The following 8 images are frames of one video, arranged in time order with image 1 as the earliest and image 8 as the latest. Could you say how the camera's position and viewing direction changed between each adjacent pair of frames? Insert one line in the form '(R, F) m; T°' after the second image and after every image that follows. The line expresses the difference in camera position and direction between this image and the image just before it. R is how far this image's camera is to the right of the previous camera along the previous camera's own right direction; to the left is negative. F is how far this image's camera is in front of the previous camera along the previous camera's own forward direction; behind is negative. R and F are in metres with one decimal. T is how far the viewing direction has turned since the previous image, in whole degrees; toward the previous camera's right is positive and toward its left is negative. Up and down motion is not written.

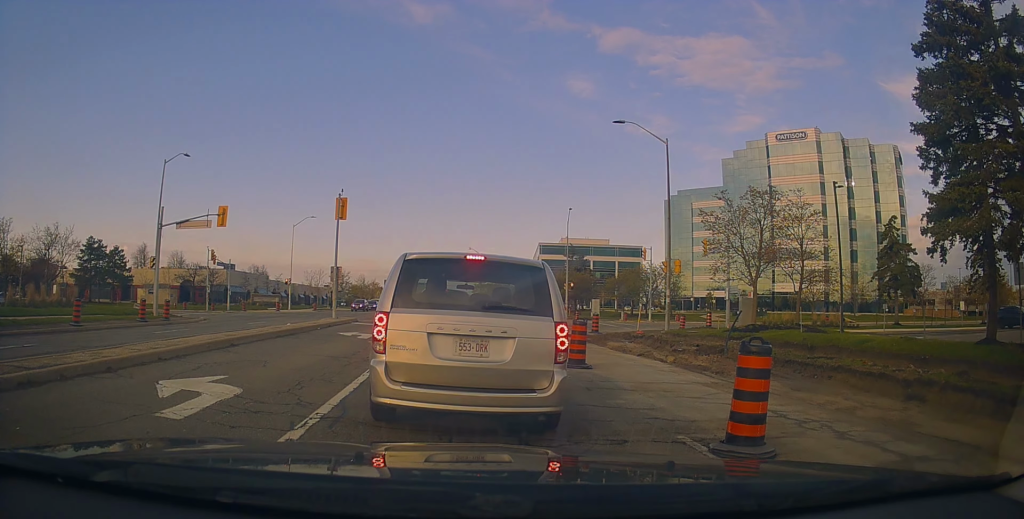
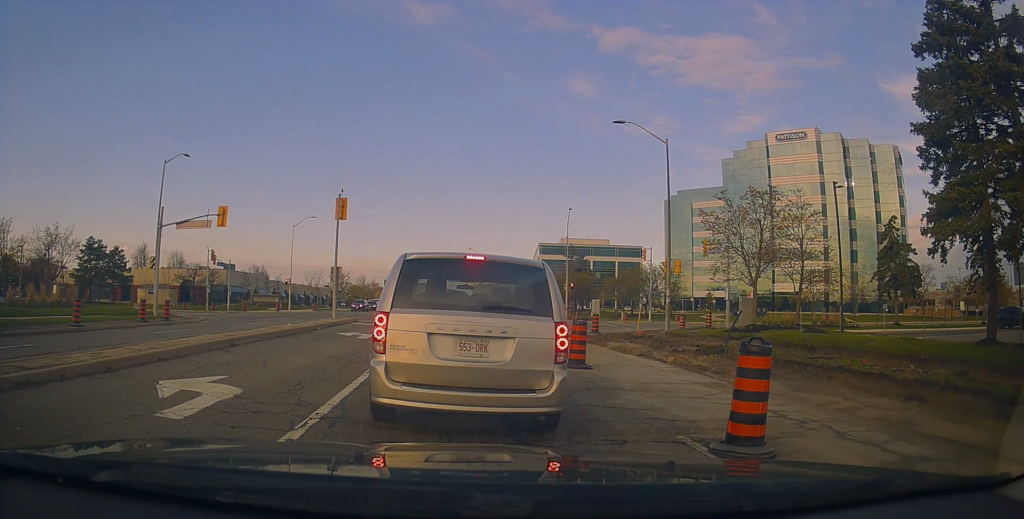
(0.0, 0.0) m; 0°
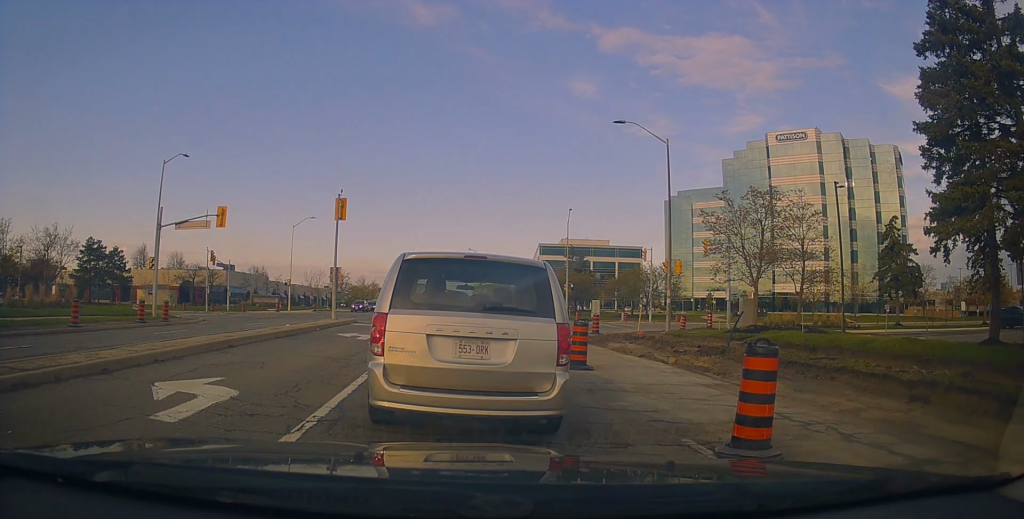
(0.0, 0.0) m; 0°
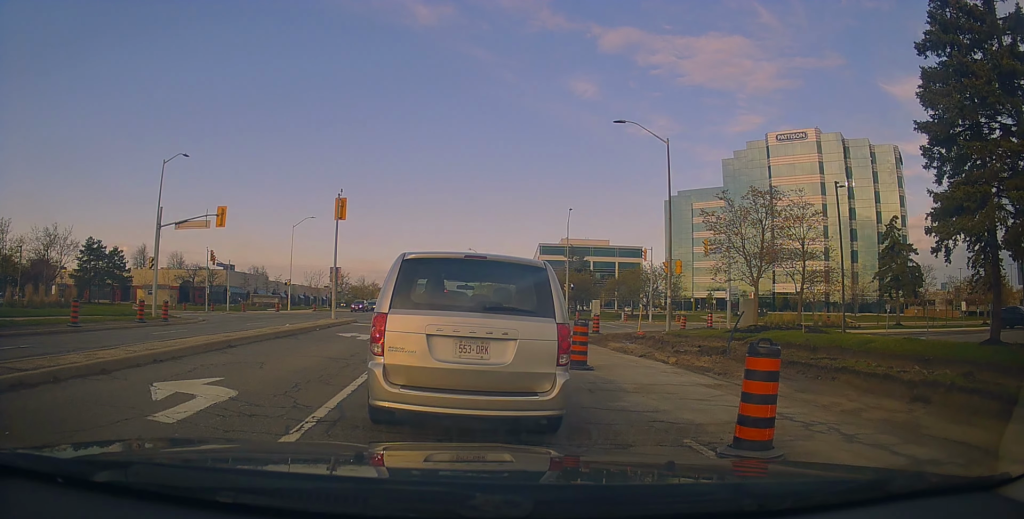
(0.0, 0.0) m; 0°
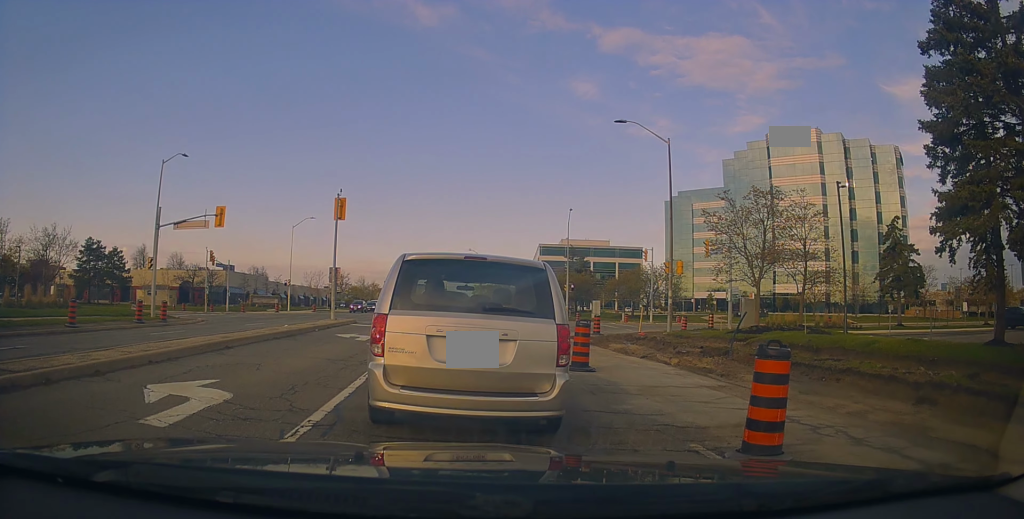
(0.0, 0.0) m; 0°
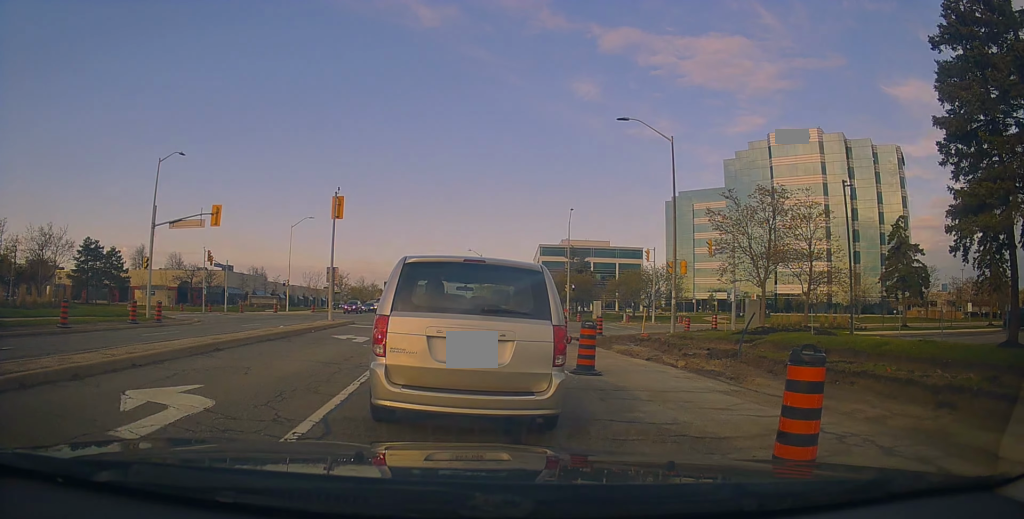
(+0.1, +0.2) m; 0°
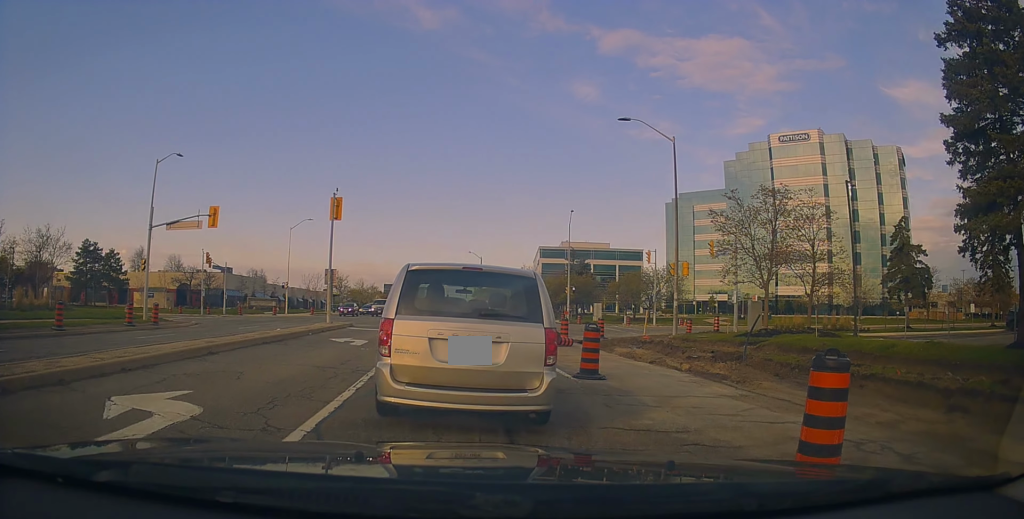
(0.0, +0.1) m; 0°
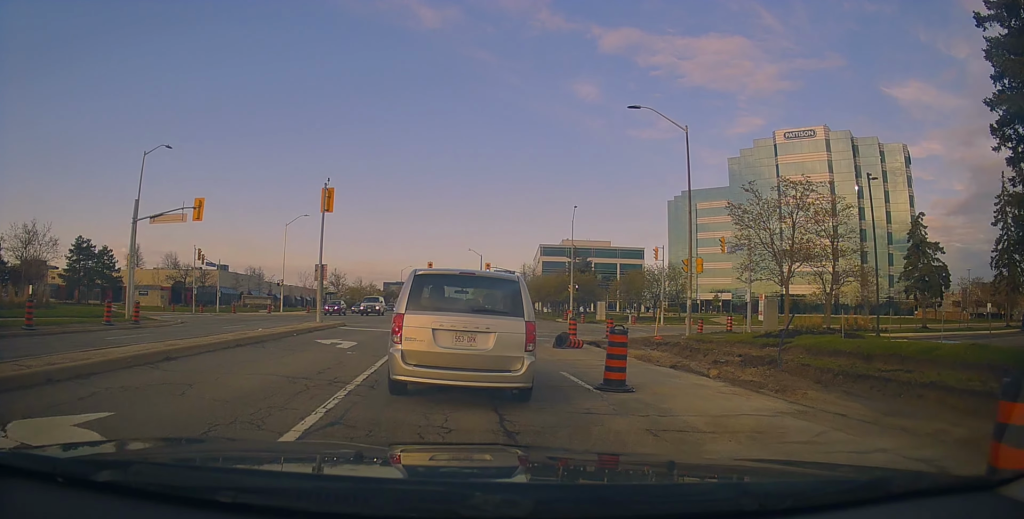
(0.0, +1.0) m; -2°
